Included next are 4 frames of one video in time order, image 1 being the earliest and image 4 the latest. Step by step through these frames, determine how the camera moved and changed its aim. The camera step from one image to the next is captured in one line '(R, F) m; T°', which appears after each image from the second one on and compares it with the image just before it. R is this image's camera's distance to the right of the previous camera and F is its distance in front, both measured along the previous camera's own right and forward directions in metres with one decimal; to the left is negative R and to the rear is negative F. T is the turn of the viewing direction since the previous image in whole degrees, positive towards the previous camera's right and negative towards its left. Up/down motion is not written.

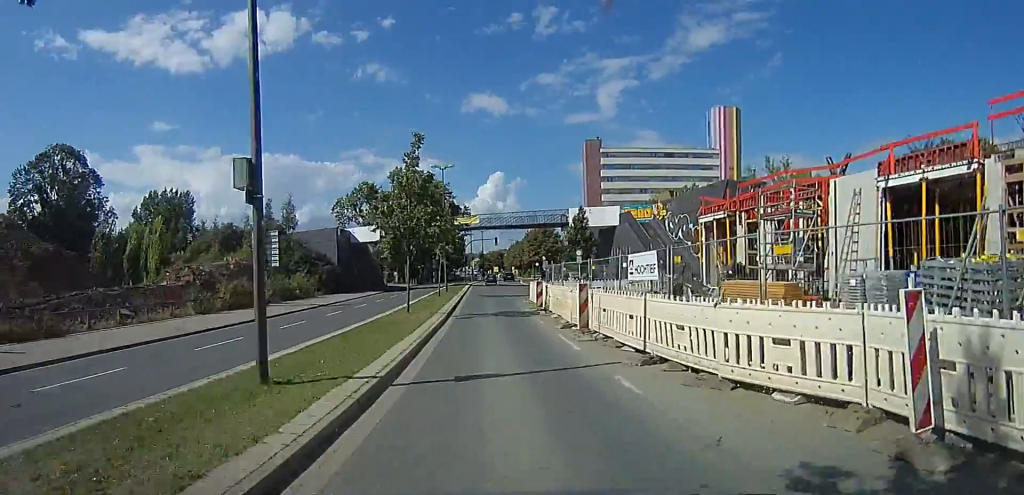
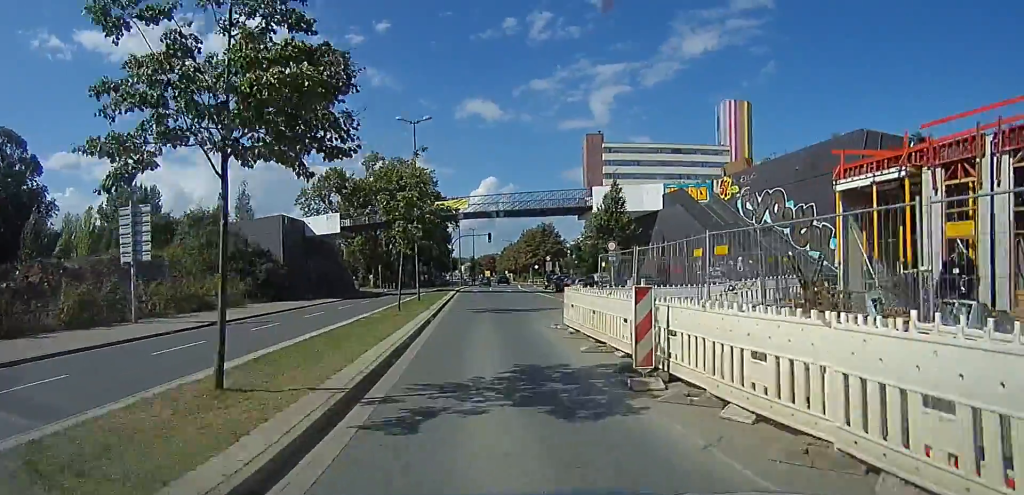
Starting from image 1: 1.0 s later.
(0.0, +13.5) m; +1°
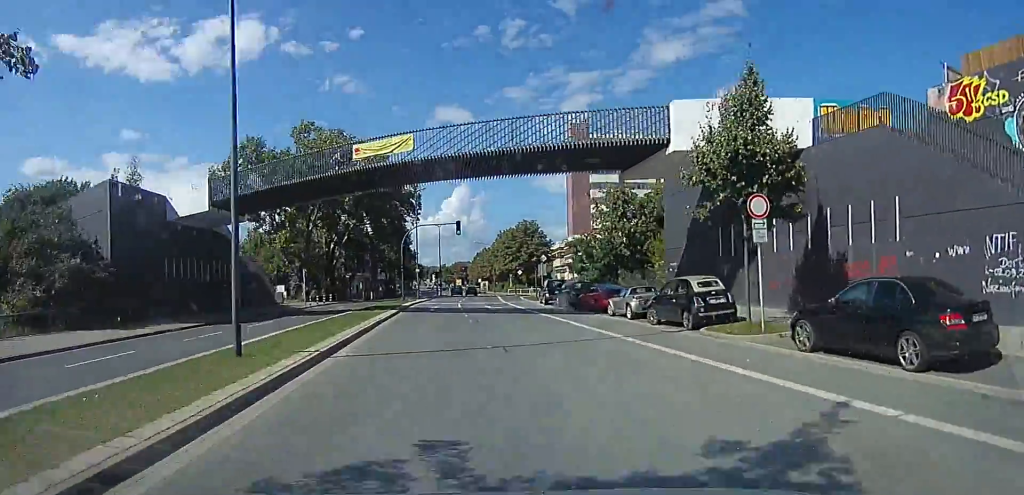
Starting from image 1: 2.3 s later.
(+0.5, +19.1) m; -1°
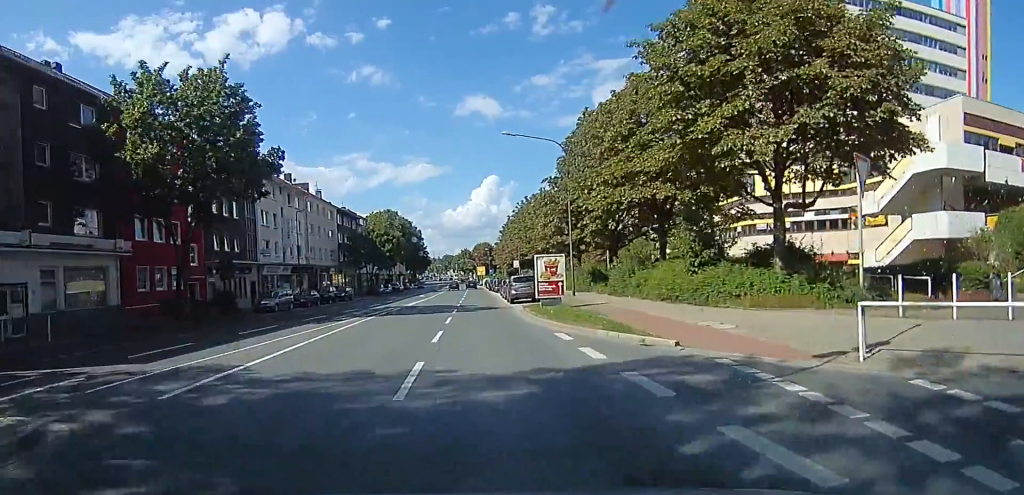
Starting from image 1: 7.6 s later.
(+2.5, +74.5) m; +2°
